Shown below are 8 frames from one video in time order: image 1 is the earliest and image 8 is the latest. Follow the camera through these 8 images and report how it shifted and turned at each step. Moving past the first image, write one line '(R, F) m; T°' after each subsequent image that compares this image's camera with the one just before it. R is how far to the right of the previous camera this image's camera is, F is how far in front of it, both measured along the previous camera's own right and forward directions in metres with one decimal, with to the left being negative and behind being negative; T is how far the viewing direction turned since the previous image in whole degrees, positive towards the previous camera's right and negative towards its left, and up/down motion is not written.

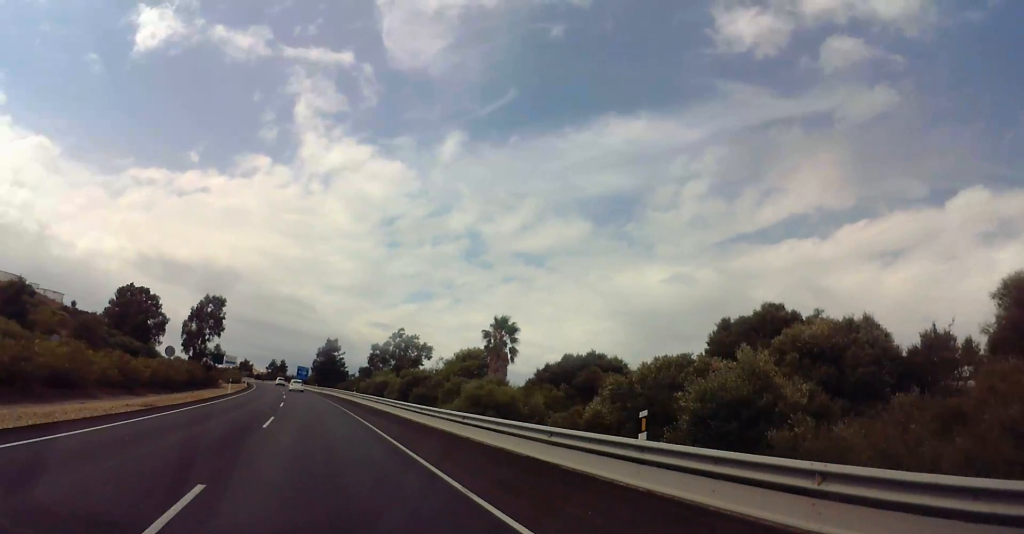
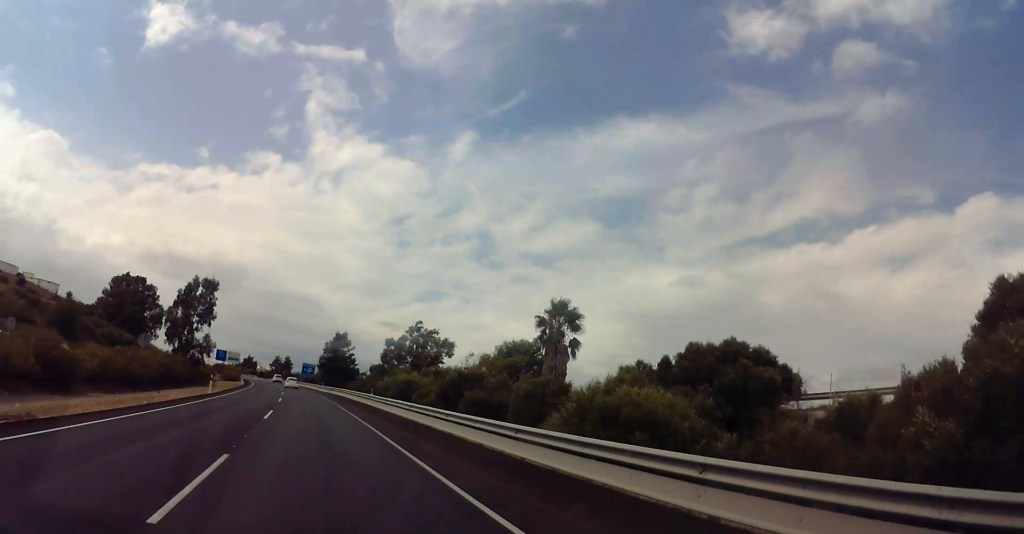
(0.0, +12.8) m; 0°
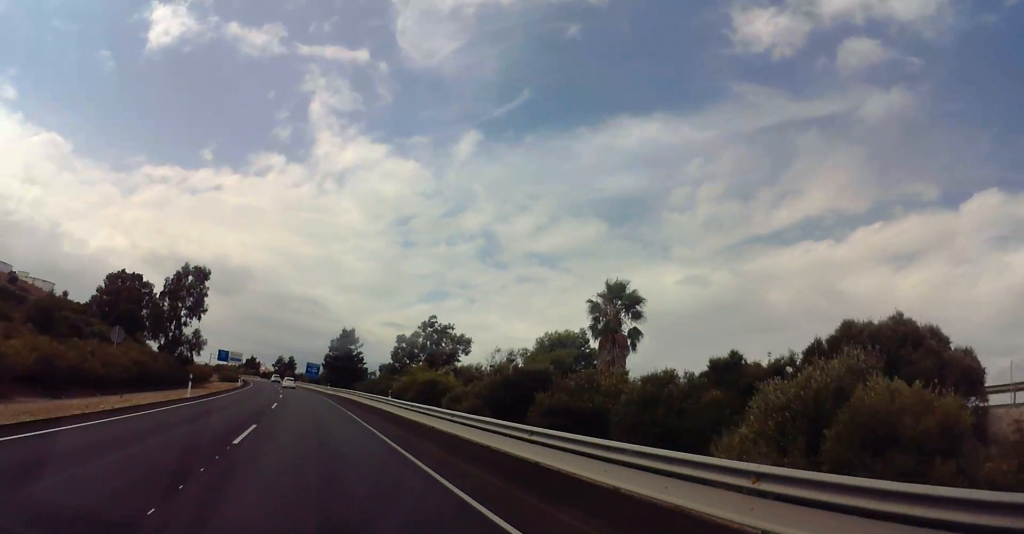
(0.0, +10.1) m; -1°
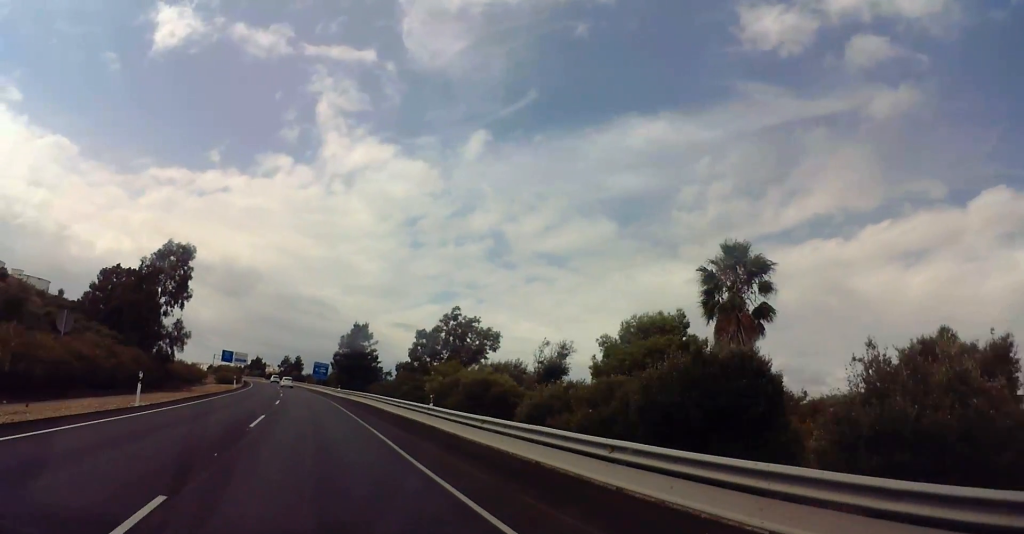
(0.0, +11.0) m; -1°
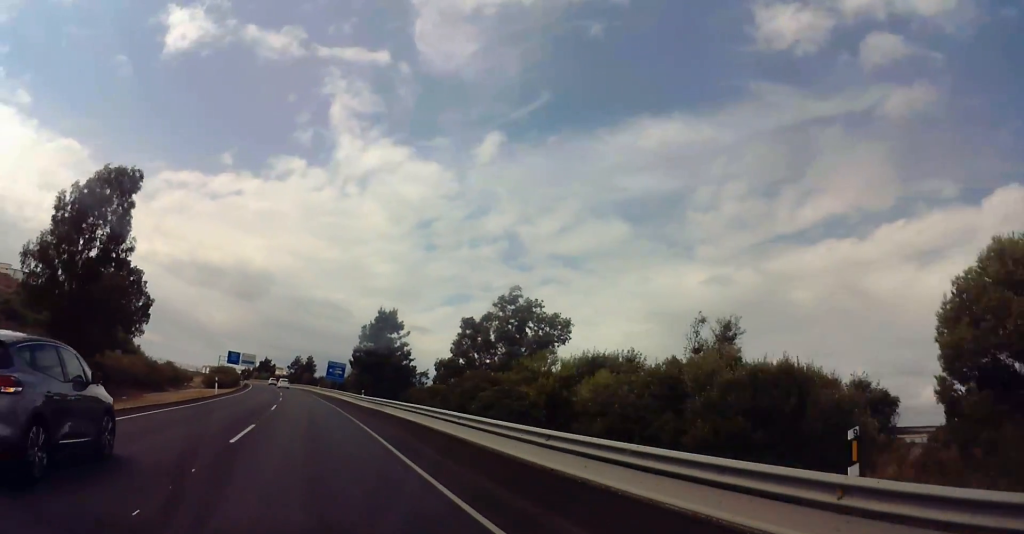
(-0.6, +22.0) m; -4°
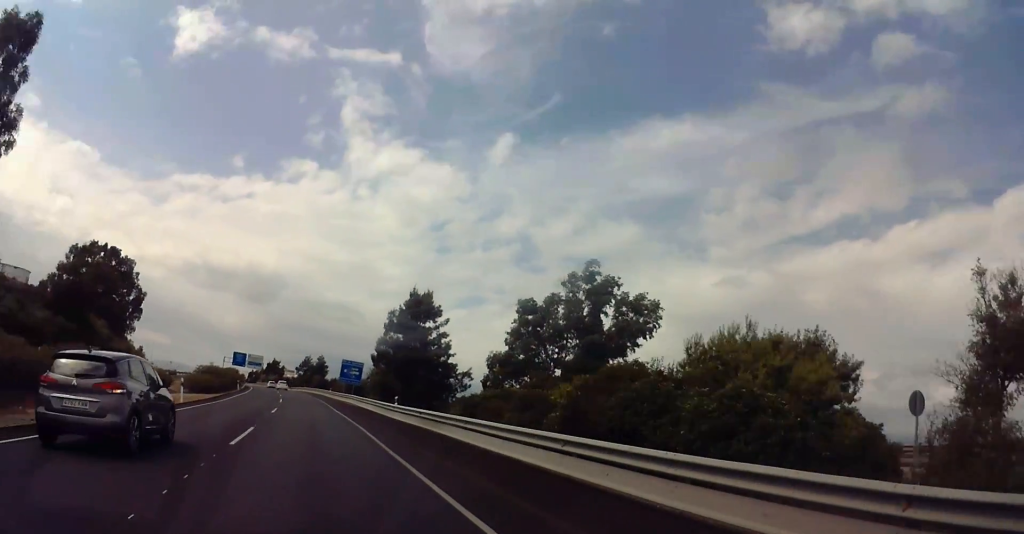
(-0.5, +16.5) m; -2°
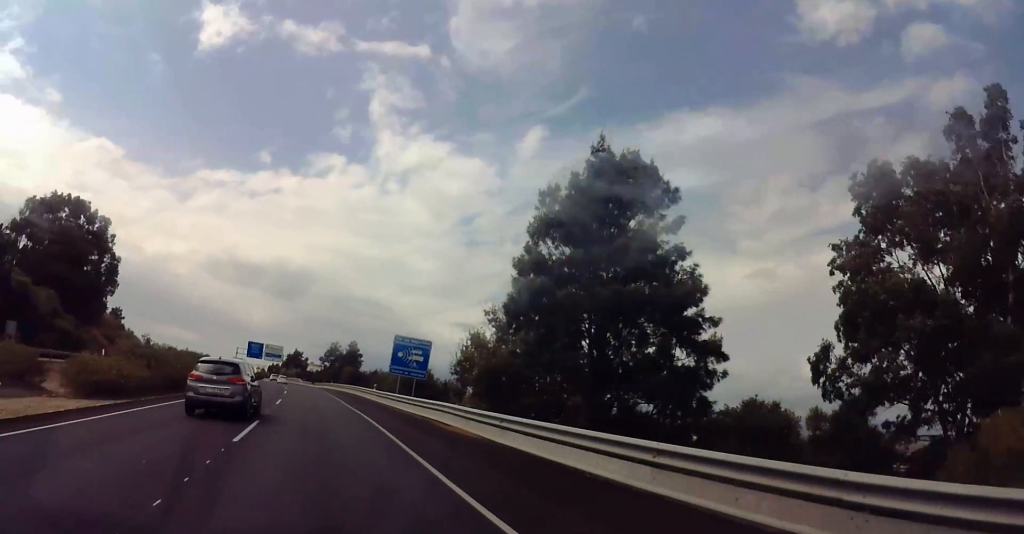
(-0.5, +35.6) m; -1°
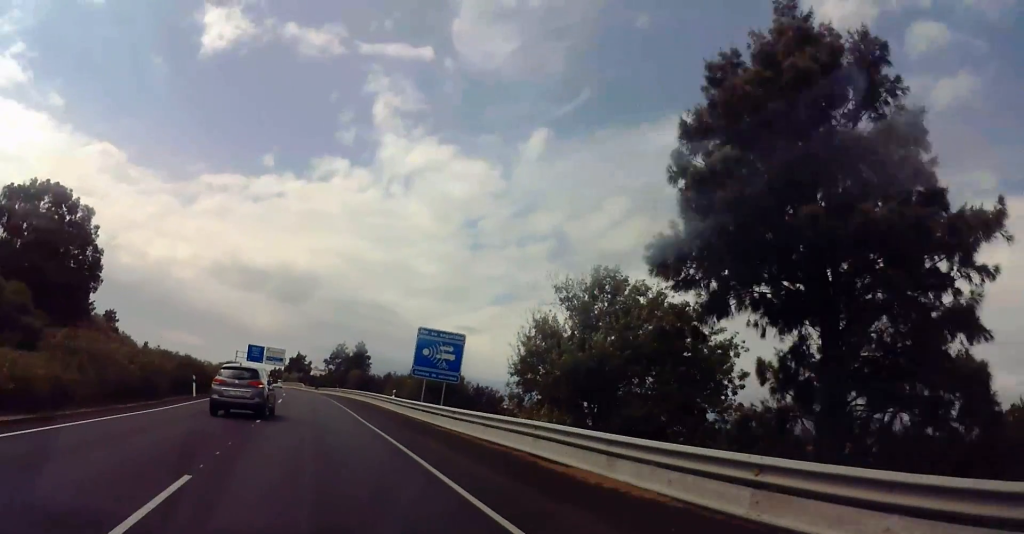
(-0.2, +10.8) m; 0°
